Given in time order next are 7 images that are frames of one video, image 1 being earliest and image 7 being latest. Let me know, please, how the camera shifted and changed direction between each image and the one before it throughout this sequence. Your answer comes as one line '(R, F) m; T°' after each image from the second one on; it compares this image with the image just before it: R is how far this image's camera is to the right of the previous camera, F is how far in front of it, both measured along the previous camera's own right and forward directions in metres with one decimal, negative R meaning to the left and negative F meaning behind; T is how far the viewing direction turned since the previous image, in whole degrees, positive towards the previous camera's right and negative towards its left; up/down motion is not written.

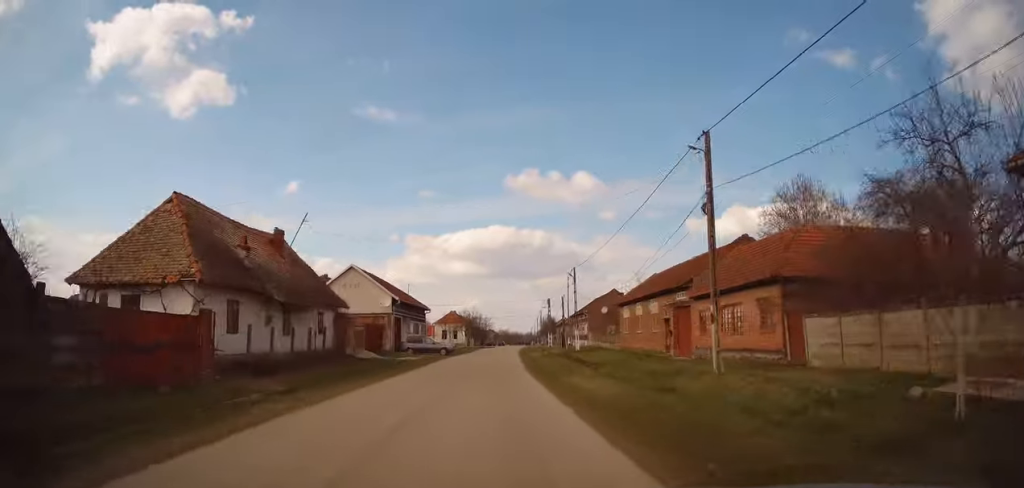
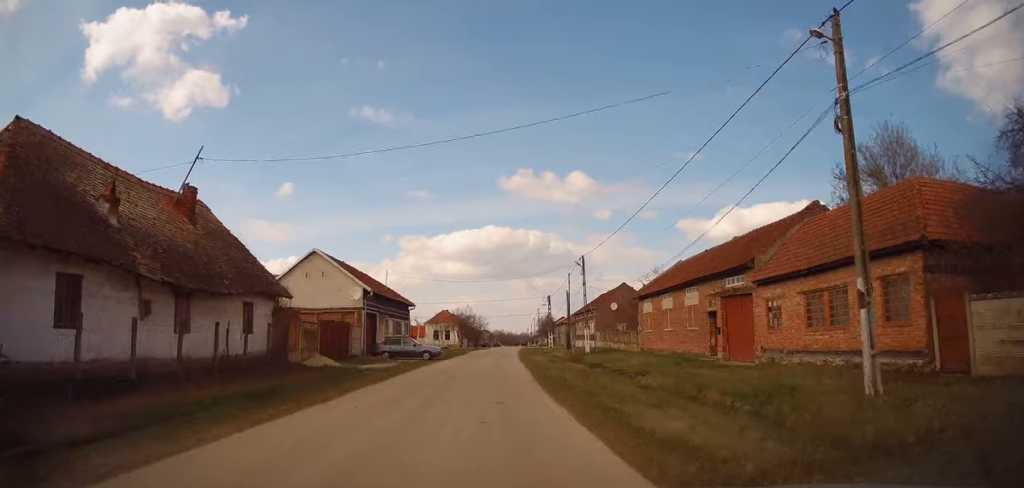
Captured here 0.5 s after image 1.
(+0.2, +8.1) m; +1°
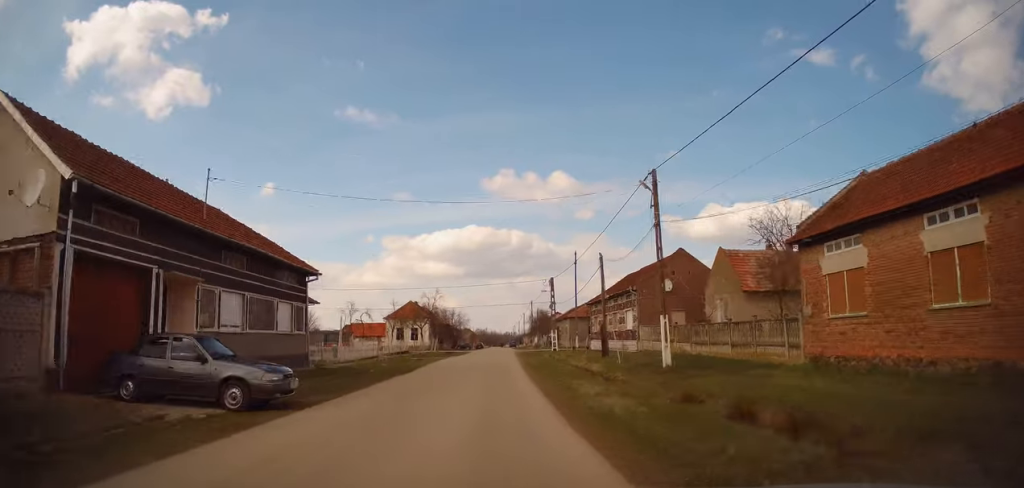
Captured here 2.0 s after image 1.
(-0.1, +24.9) m; +1°
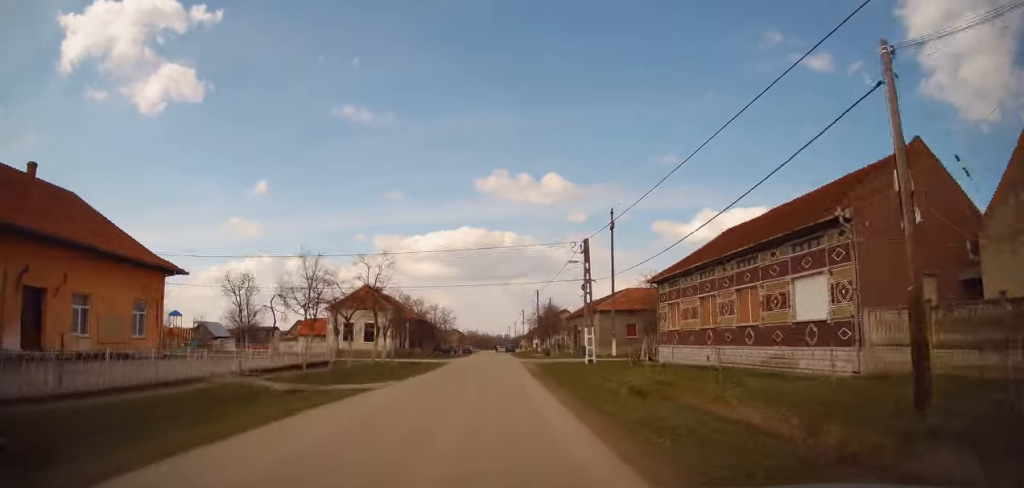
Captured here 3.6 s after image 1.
(+0.6, +25.6) m; +1°
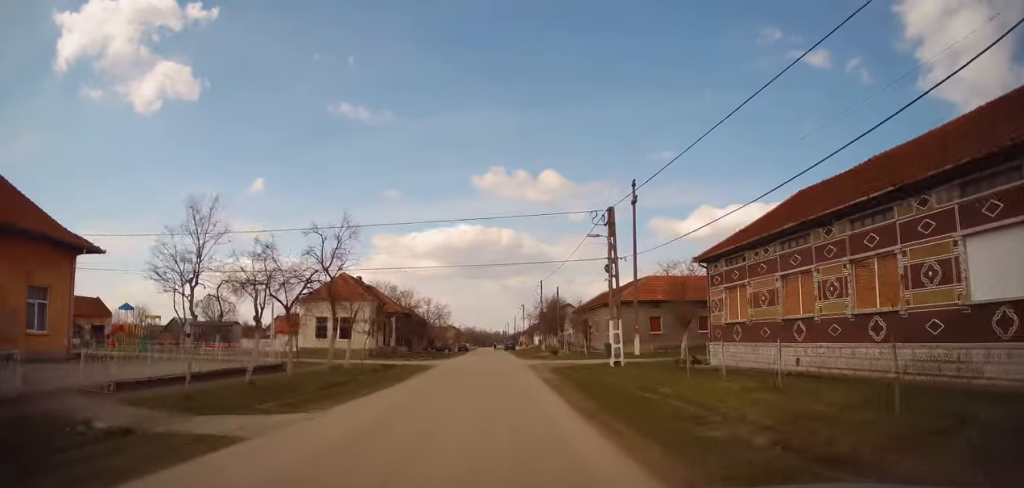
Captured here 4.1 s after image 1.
(-0.1, +7.9) m; 0°
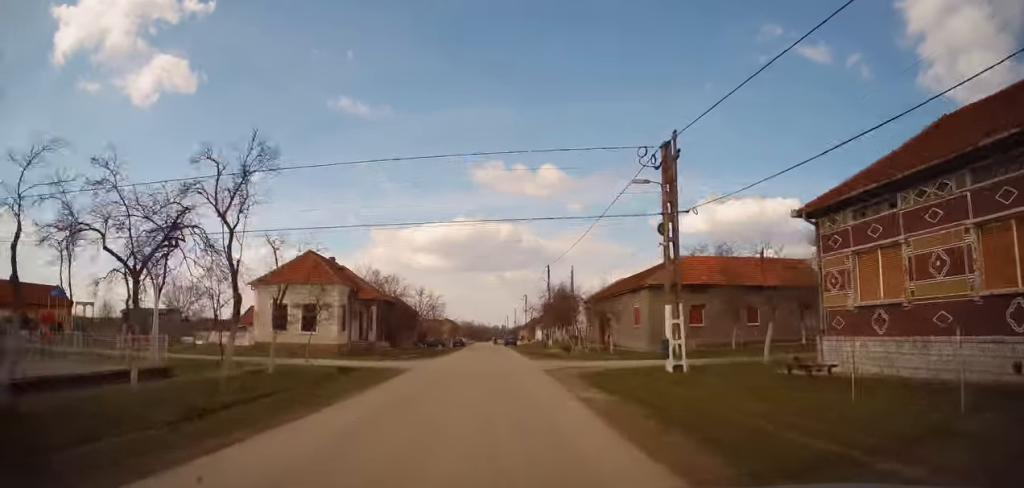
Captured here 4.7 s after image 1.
(0.0, +8.9) m; 0°
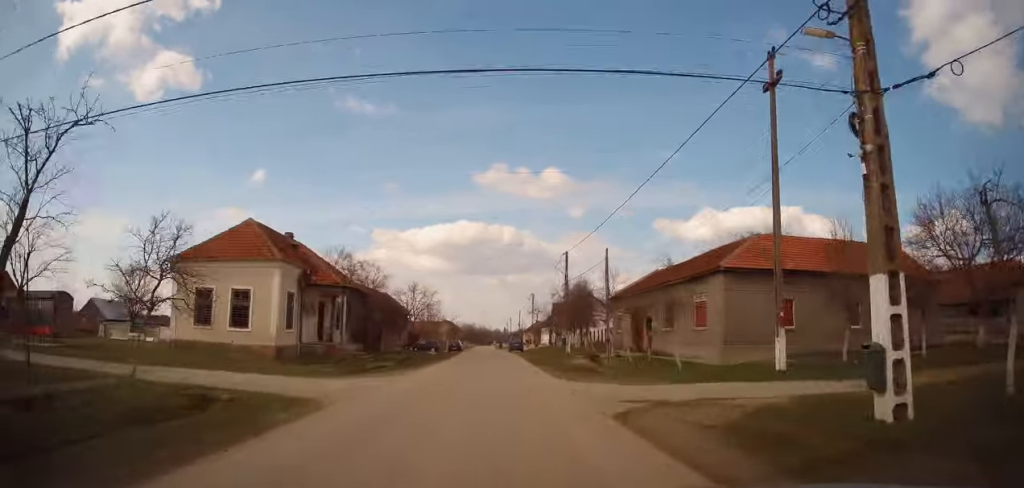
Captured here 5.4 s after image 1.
(0.0, +10.5) m; +1°
